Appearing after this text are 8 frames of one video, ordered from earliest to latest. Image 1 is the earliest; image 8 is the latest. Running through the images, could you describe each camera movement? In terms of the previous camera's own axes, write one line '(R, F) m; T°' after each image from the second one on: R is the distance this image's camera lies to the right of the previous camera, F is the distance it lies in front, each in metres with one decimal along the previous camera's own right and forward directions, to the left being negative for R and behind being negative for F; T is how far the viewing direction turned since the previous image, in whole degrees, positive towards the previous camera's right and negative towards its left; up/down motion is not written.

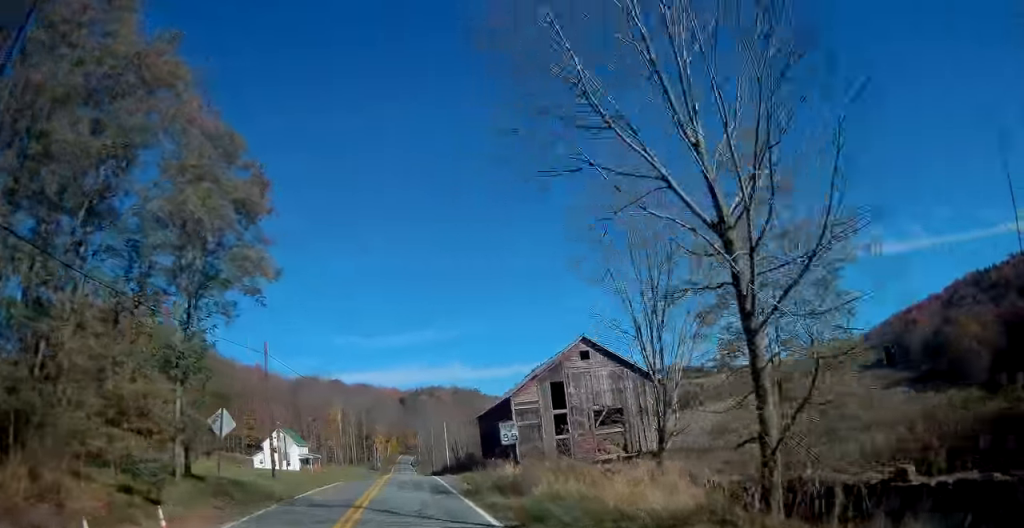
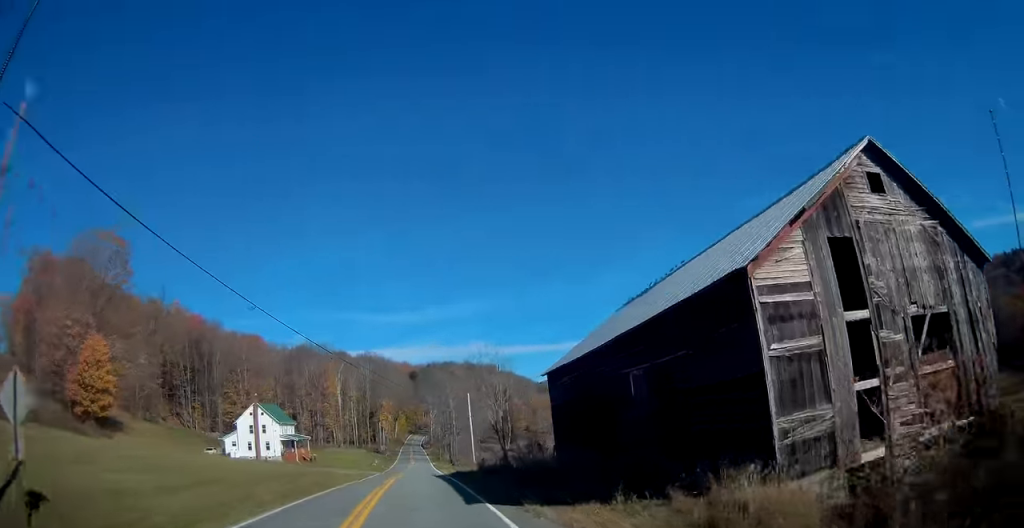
(-0.7, +23.7) m; -2°
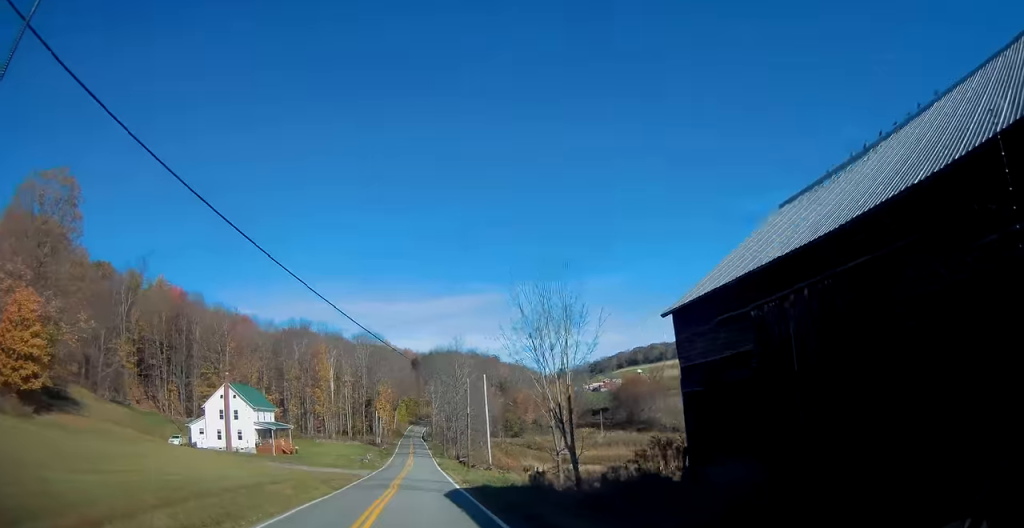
(+0.1, +14.4) m; 0°
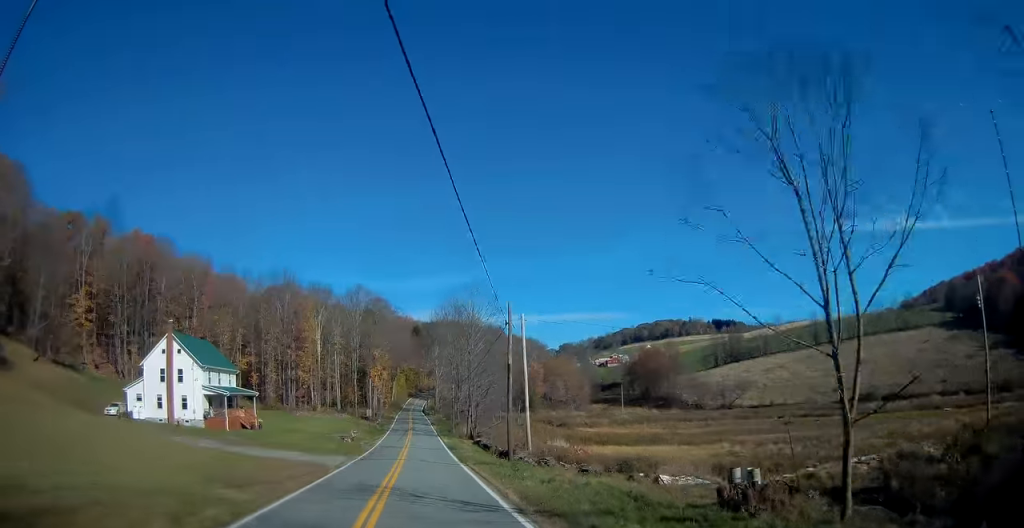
(-0.1, +18.6) m; -1°
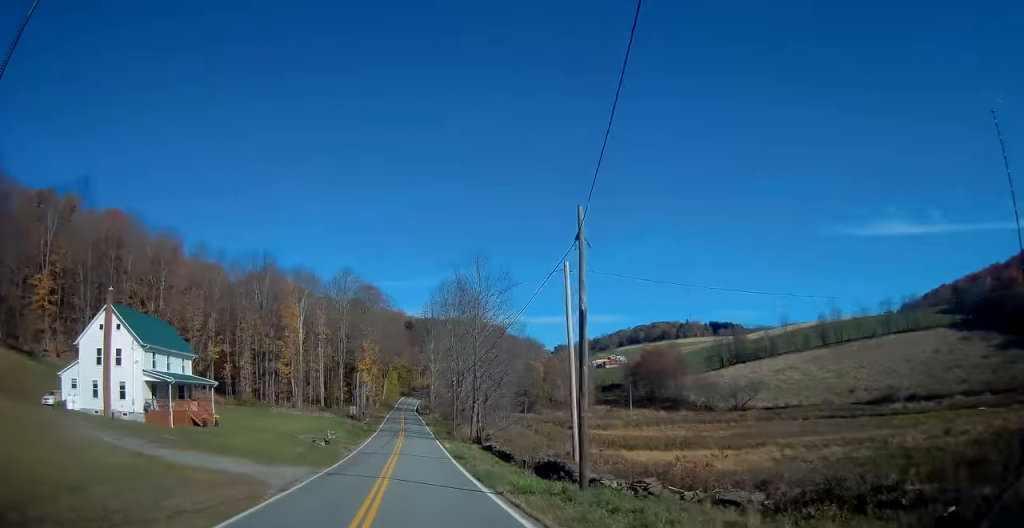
(-0.1, +11.8) m; 0°
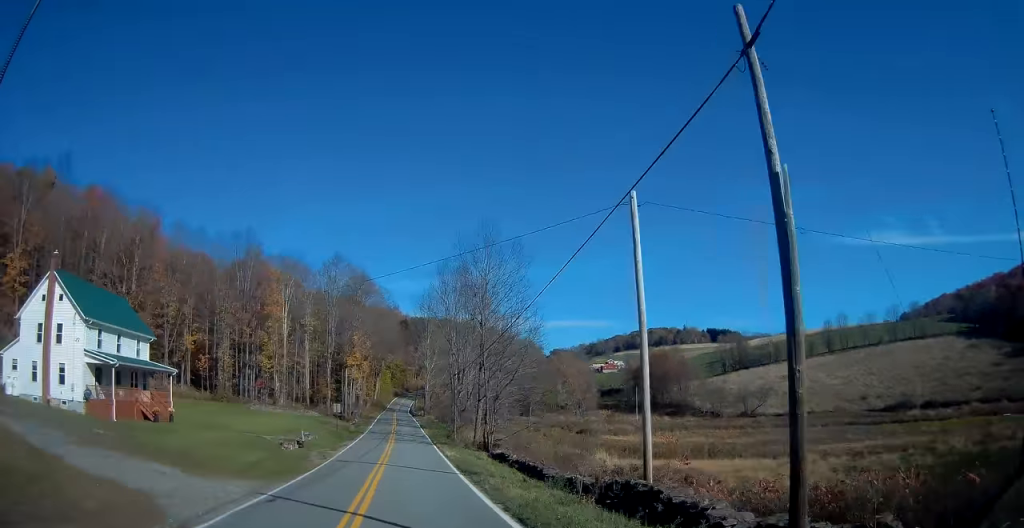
(0.0, +8.4) m; +1°
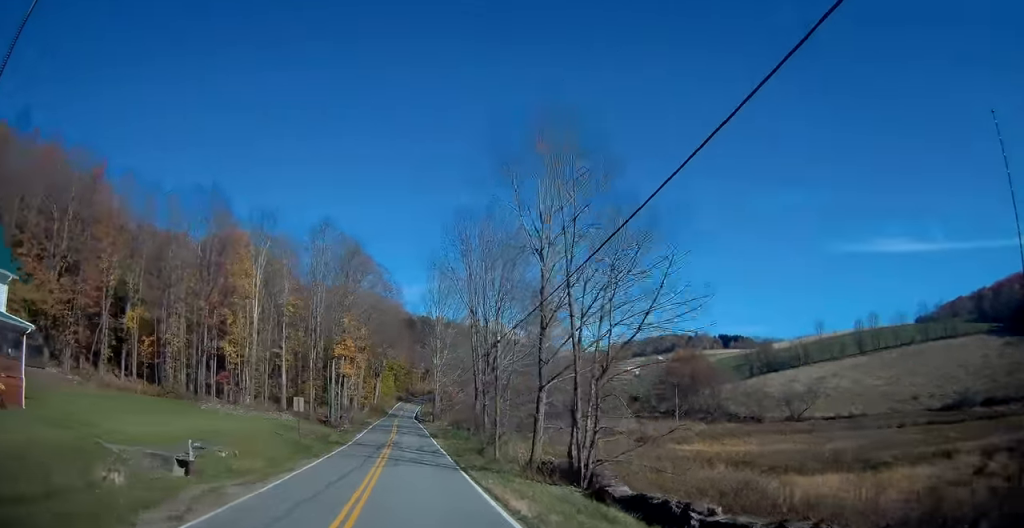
(+0.3, +19.9) m; +1°
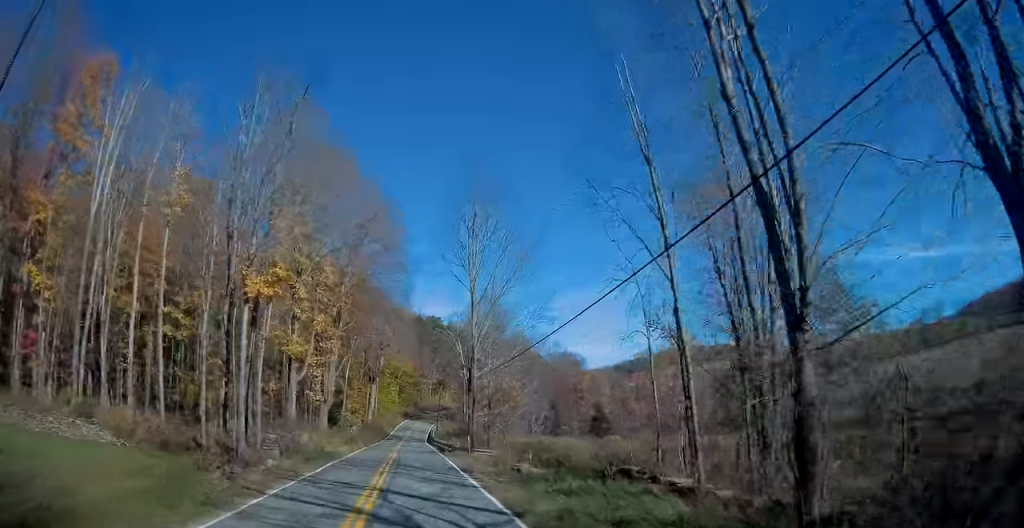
(-0.7, +39.4) m; -2°
